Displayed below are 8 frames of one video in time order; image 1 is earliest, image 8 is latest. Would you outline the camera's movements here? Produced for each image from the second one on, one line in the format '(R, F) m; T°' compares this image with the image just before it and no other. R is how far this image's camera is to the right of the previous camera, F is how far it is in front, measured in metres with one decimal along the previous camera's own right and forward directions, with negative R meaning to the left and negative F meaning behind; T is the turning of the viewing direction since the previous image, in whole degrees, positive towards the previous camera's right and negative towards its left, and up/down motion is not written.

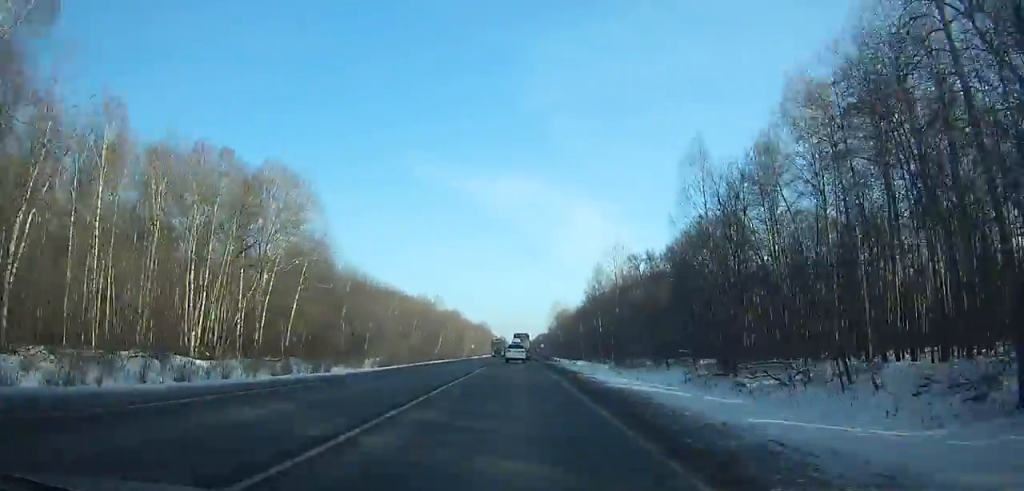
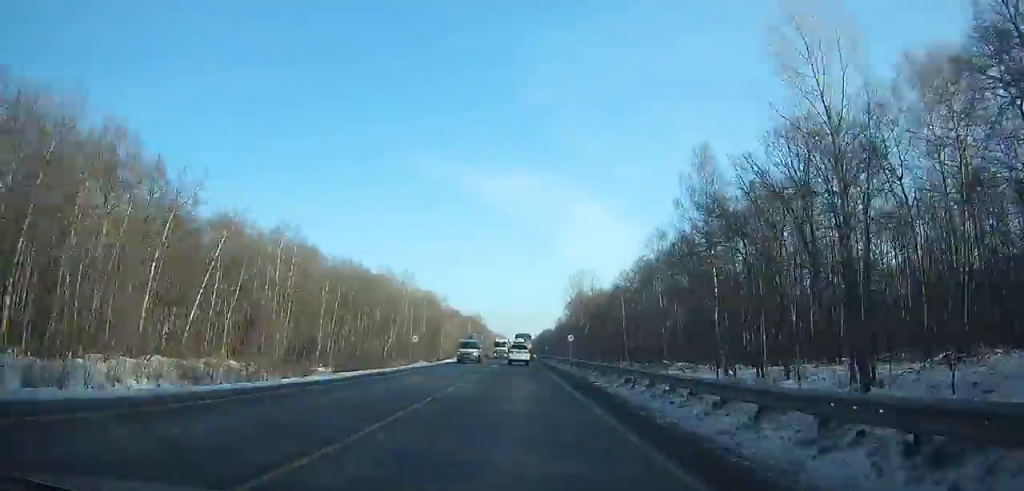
(+0.1, +80.3) m; 0°
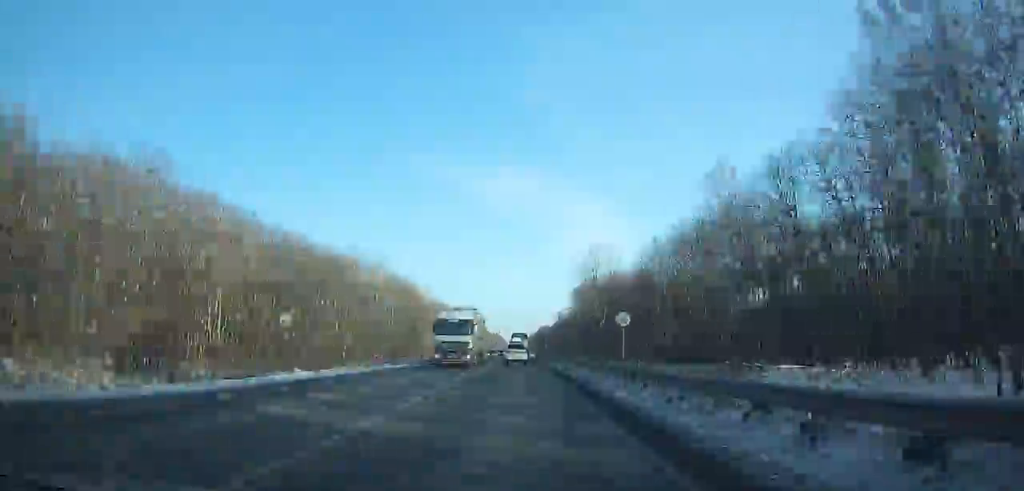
(+0.1, +35.8) m; 0°
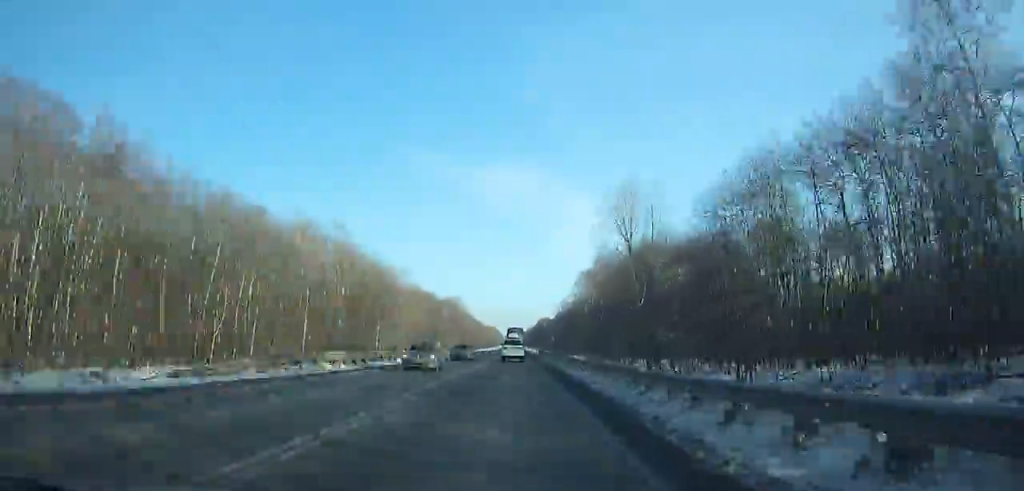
(0.0, +36.2) m; 0°
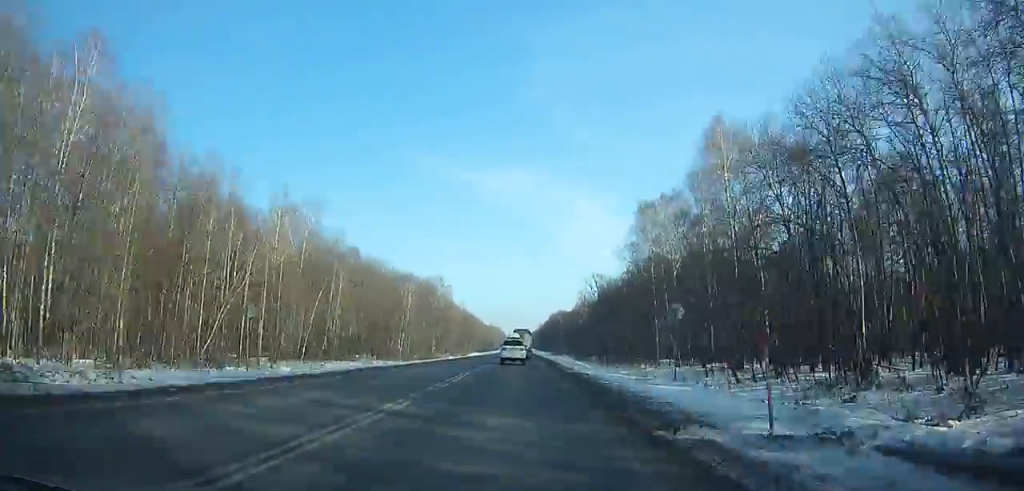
(-0.3, +85.0) m; 0°
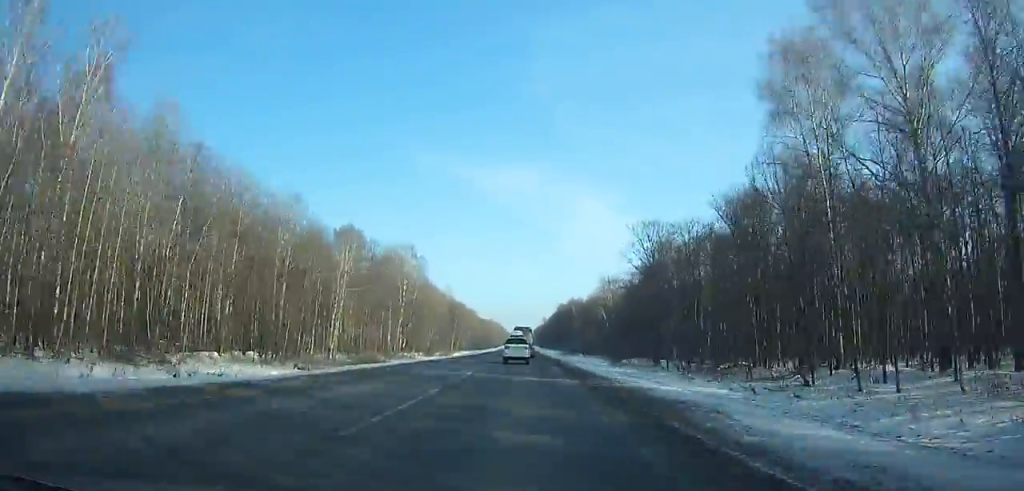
(-0.1, +55.8) m; 0°
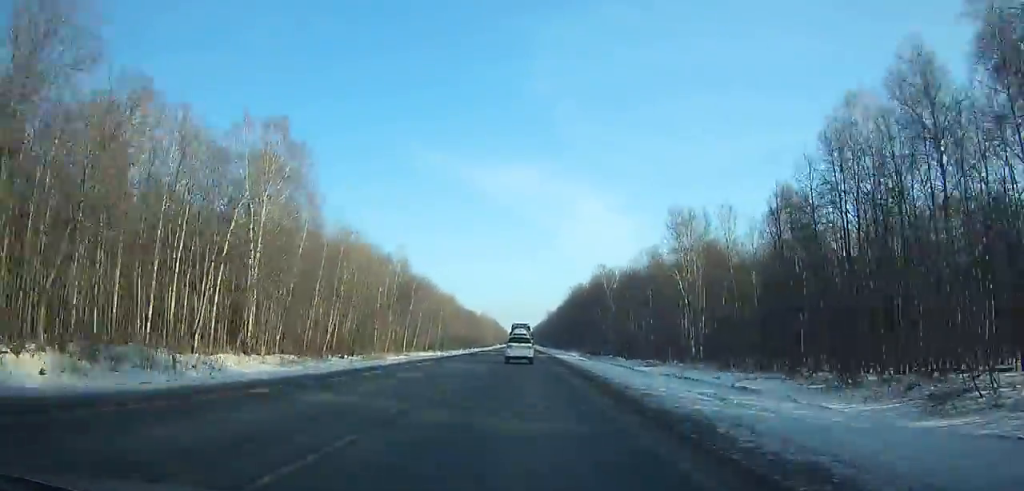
(+0.2, +76.9) m; 0°
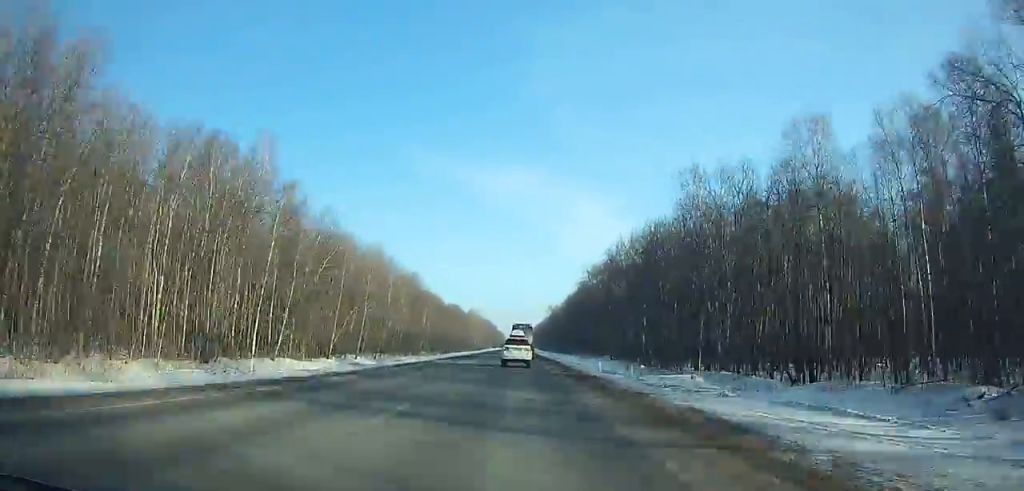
(-0.1, +65.8) m; 0°
